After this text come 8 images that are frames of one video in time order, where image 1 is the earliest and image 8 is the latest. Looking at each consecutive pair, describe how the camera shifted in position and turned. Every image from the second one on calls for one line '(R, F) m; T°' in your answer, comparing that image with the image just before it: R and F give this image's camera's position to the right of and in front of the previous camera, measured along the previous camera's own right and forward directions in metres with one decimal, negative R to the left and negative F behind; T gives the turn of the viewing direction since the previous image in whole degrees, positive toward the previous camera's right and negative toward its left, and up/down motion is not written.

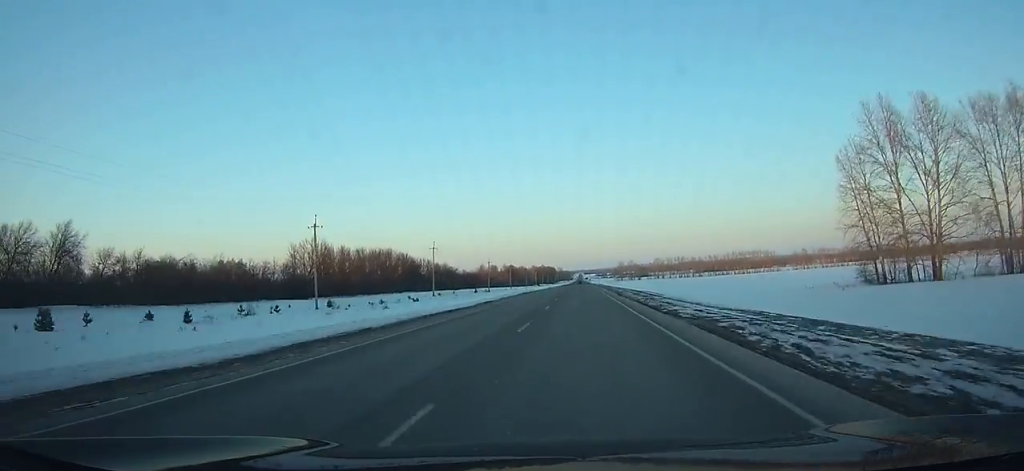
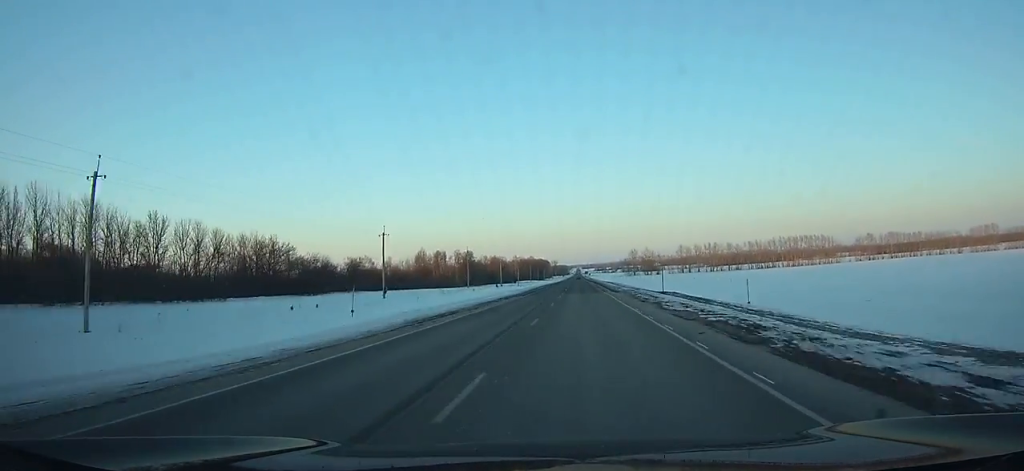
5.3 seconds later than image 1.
(+0.1, +140.6) m; 0°
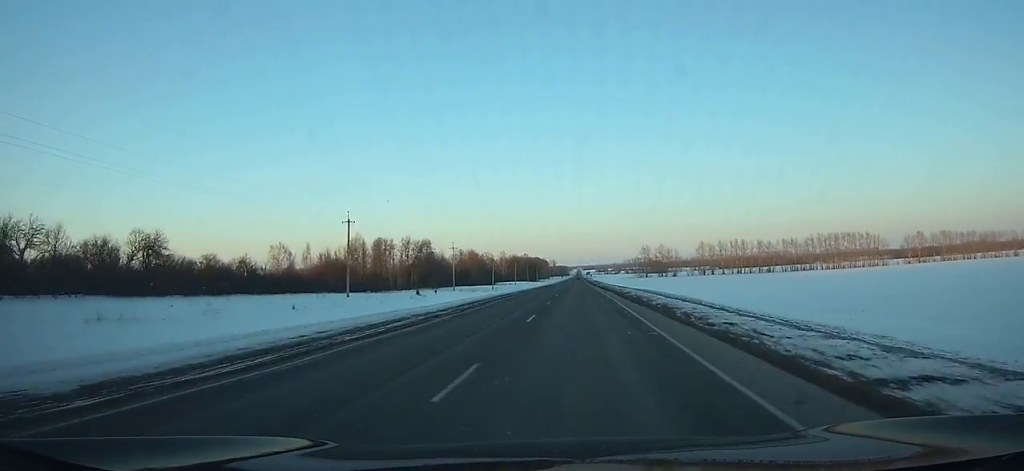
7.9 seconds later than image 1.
(-0.1, +69.2) m; 0°
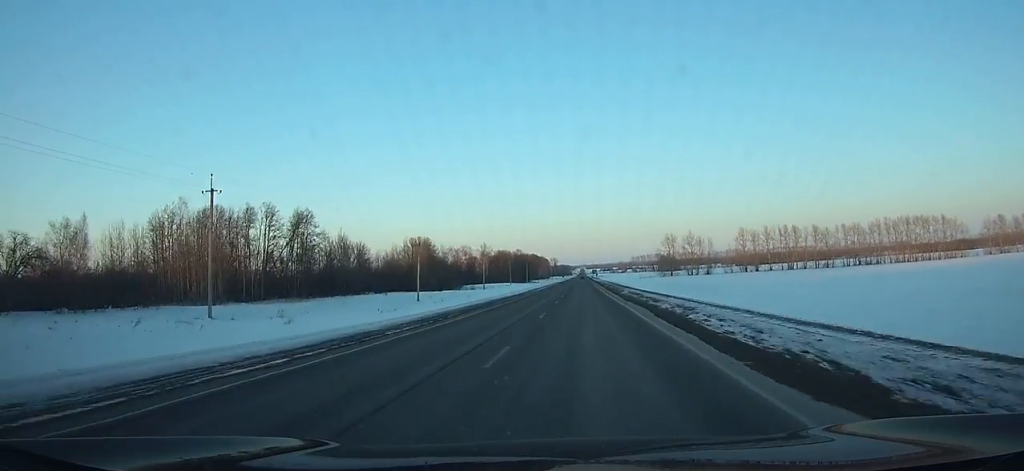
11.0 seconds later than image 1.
(0.0, +82.2) m; 0°
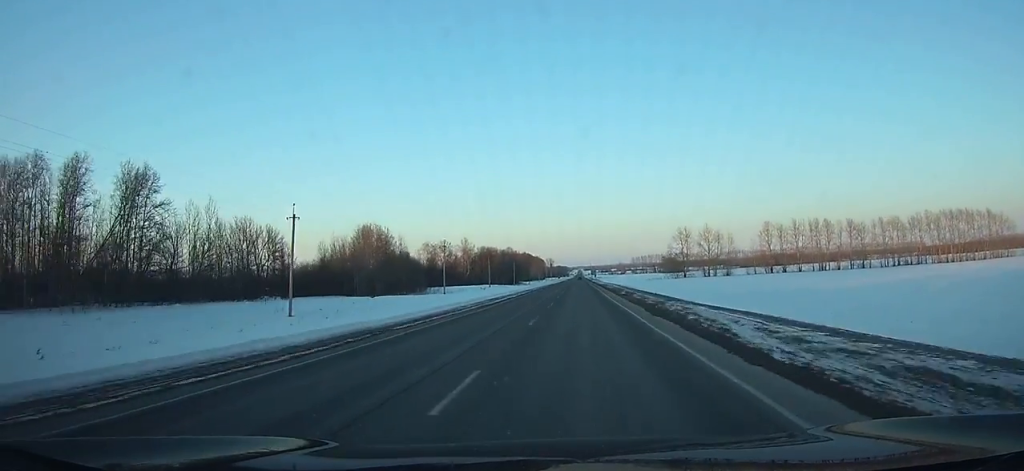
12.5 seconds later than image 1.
(+0.1, +39.7) m; 0°
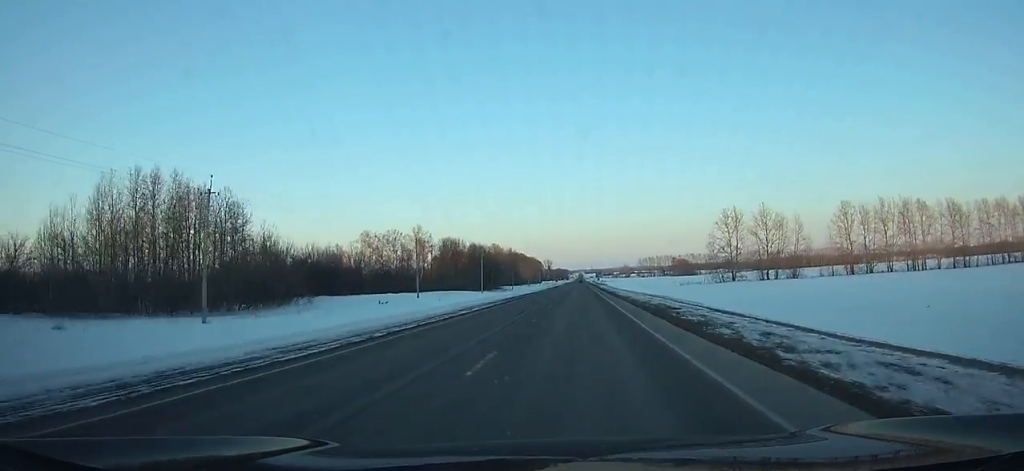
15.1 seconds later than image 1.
(0.0, +68.8) m; 0°
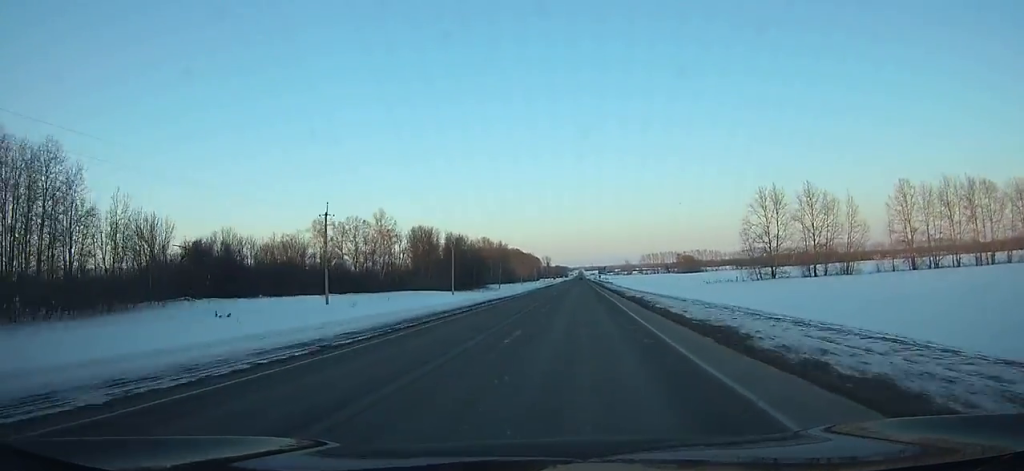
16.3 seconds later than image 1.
(0.0, +31.9) m; 0°
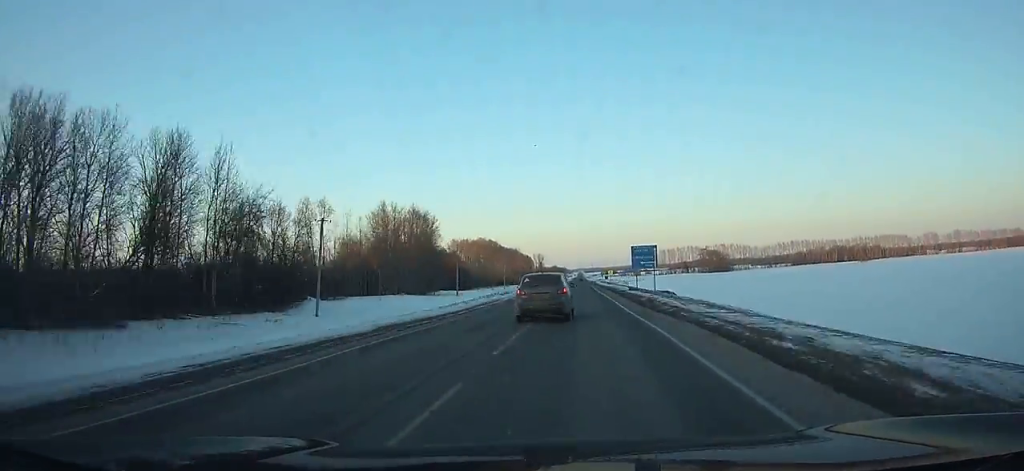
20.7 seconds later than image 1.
(-0.1, +117.4) m; 0°
